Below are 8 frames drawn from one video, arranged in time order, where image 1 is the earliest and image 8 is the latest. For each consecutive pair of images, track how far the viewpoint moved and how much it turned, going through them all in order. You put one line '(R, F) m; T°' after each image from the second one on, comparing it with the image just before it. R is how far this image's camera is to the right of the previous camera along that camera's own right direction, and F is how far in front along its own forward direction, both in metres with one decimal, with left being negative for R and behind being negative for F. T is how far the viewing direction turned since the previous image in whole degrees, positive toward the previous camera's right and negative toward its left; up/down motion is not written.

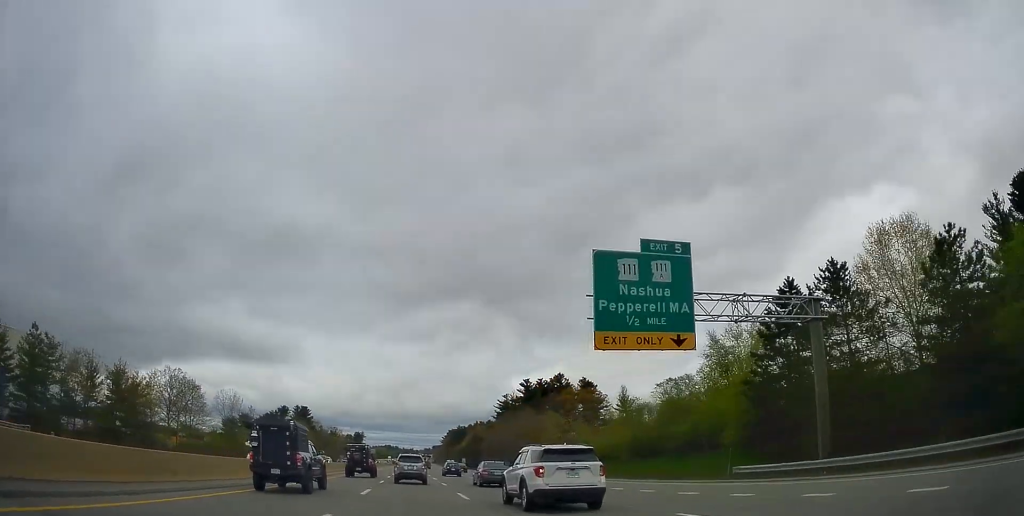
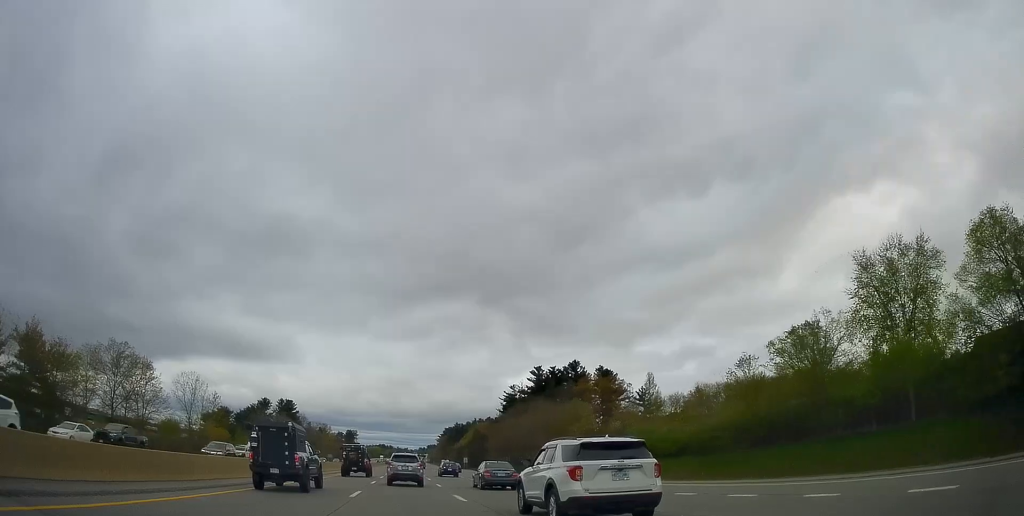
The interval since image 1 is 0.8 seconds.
(+0.1, +25.4) m; 0°
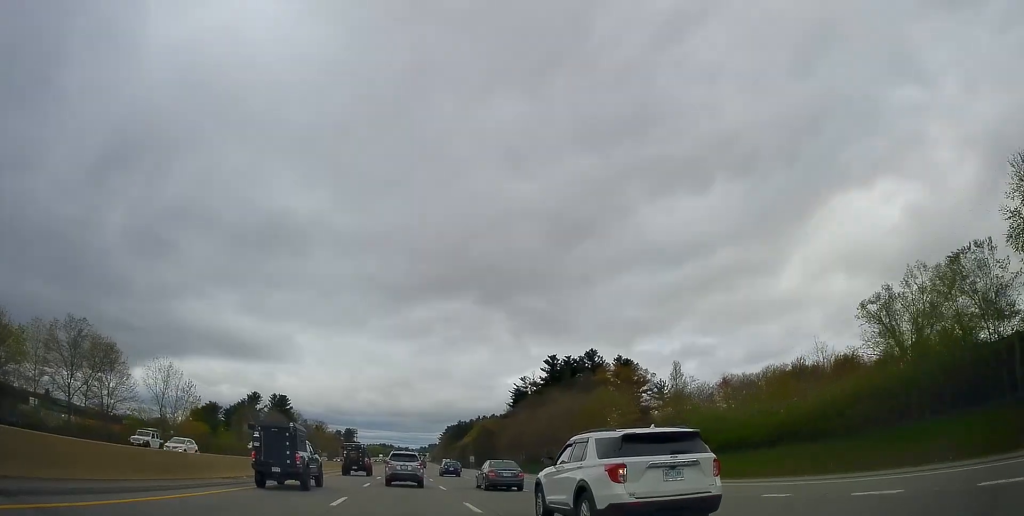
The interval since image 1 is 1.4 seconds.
(0.0, +16.5) m; 0°
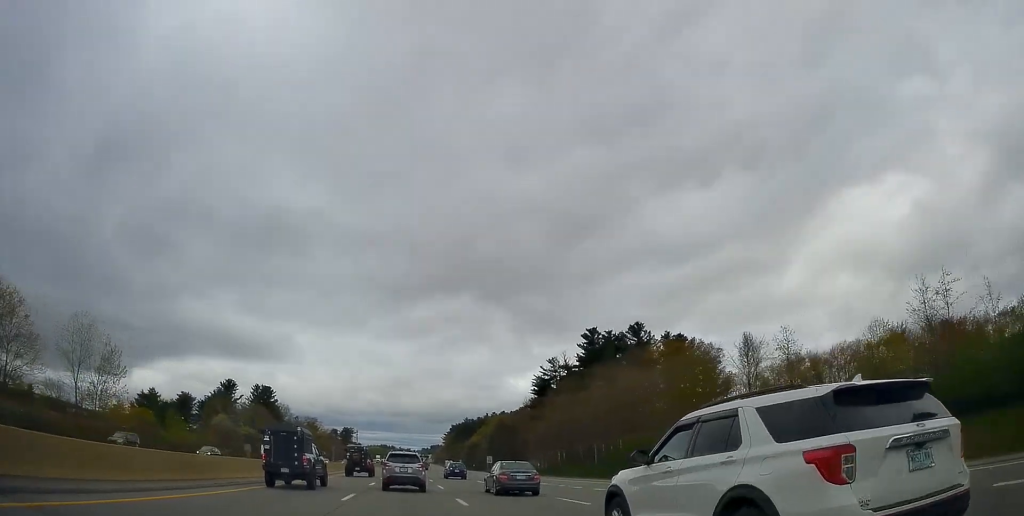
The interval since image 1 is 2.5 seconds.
(-0.1, +34.0) m; 0°
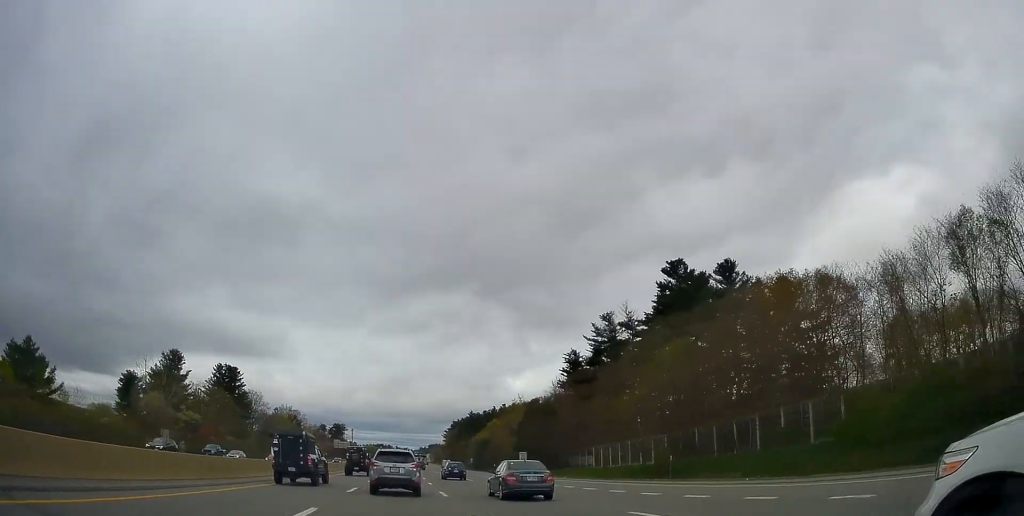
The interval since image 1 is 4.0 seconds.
(0.0, +44.6) m; 0°
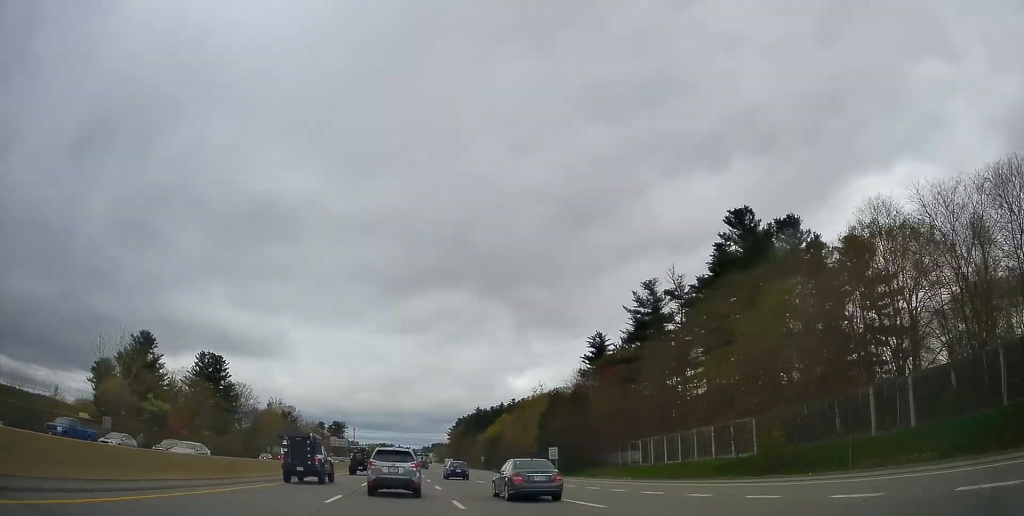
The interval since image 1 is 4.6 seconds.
(-0.1, +19.1) m; 0°
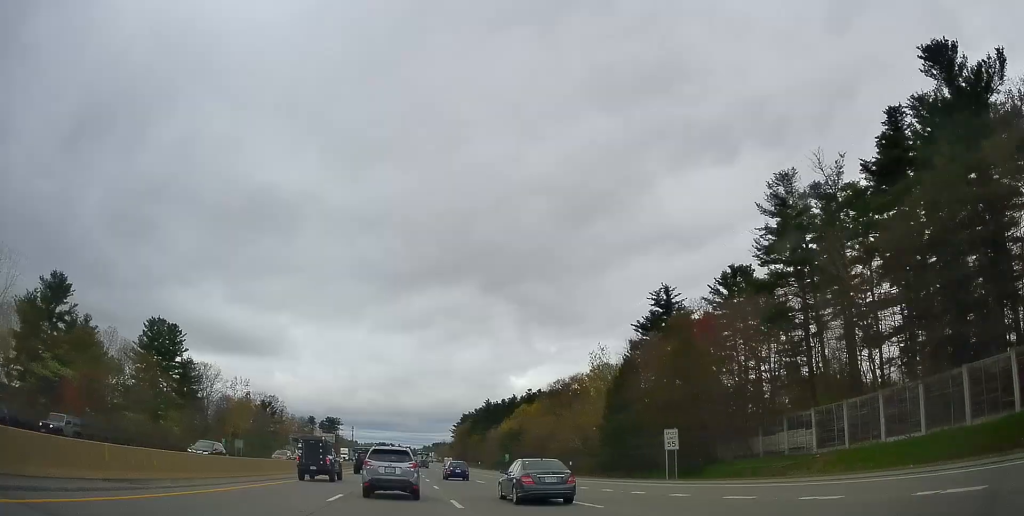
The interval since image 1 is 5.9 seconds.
(+0.2, +37.2) m; +1°
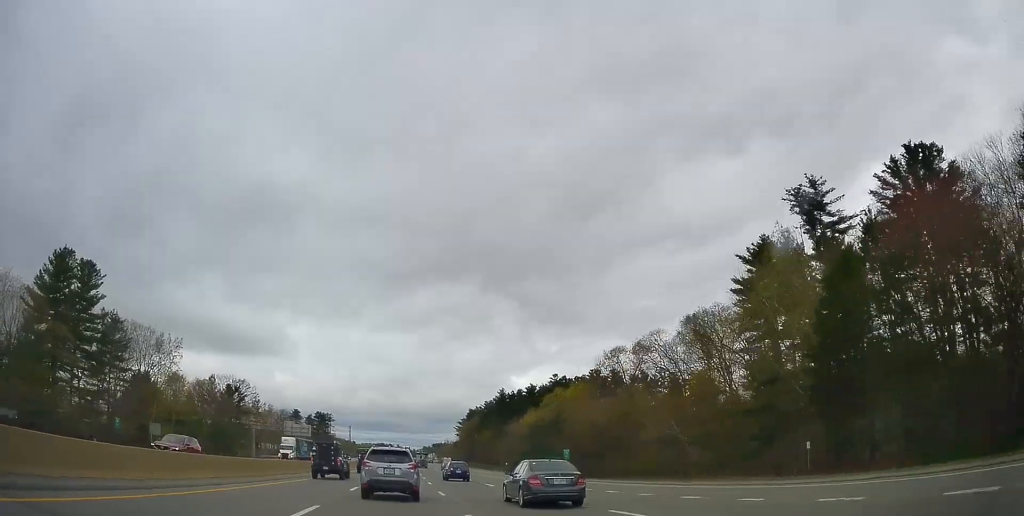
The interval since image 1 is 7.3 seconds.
(-0.1, +43.0) m; 0°
